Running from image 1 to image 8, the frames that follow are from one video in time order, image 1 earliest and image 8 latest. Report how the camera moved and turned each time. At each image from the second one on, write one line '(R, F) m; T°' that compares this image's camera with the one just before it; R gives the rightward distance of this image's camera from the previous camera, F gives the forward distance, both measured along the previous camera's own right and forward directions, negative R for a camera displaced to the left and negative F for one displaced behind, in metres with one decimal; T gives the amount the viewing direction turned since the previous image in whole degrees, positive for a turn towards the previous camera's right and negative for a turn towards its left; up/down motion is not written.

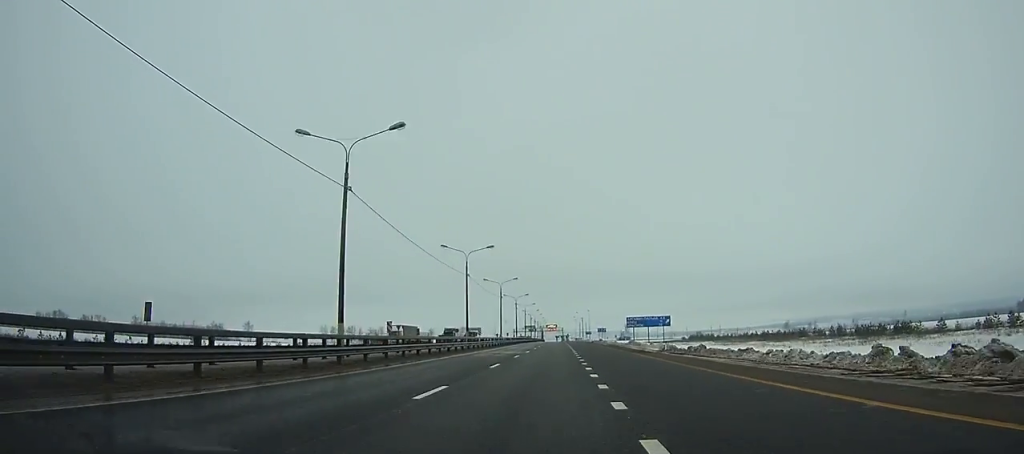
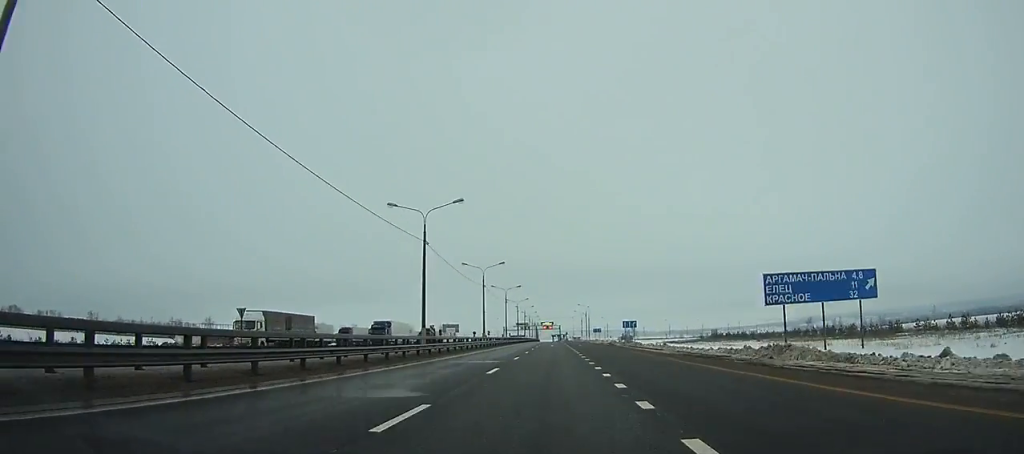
(+0.3, +53.4) m; 0°
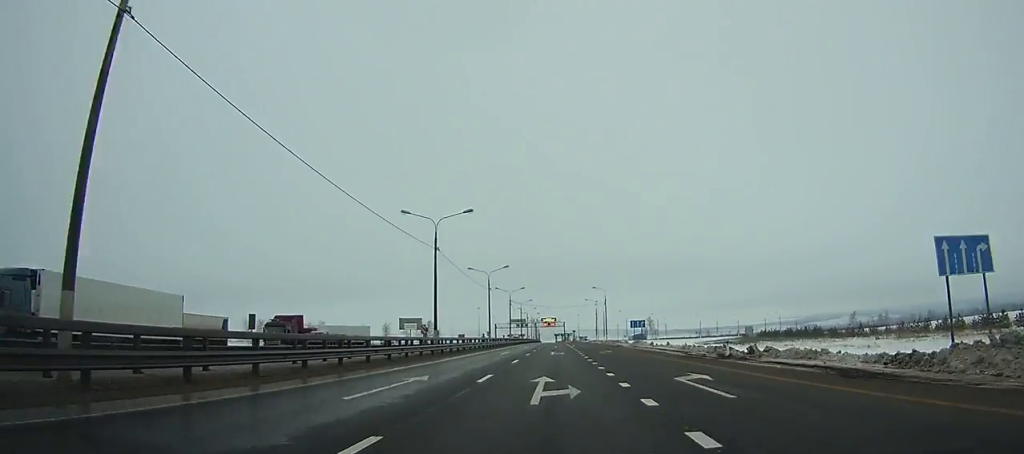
(0.0, +64.1) m; 0°
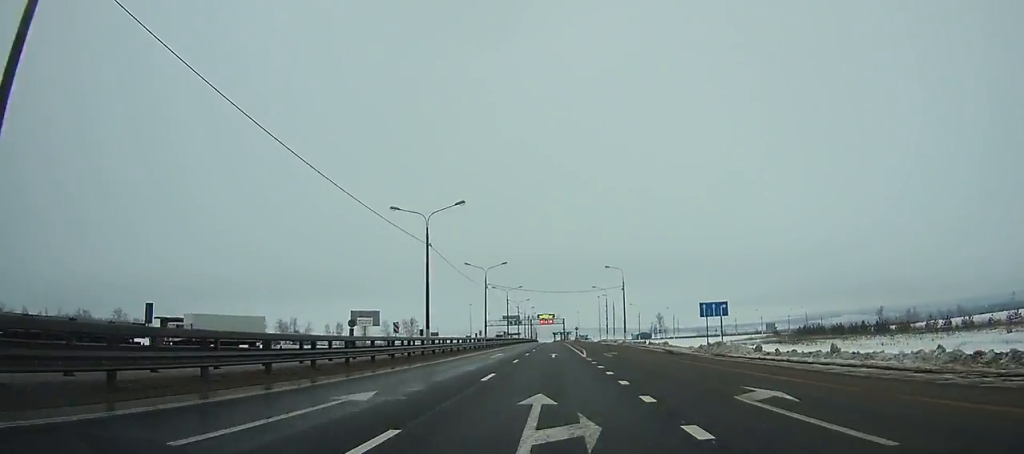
(0.0, +35.8) m; 0°
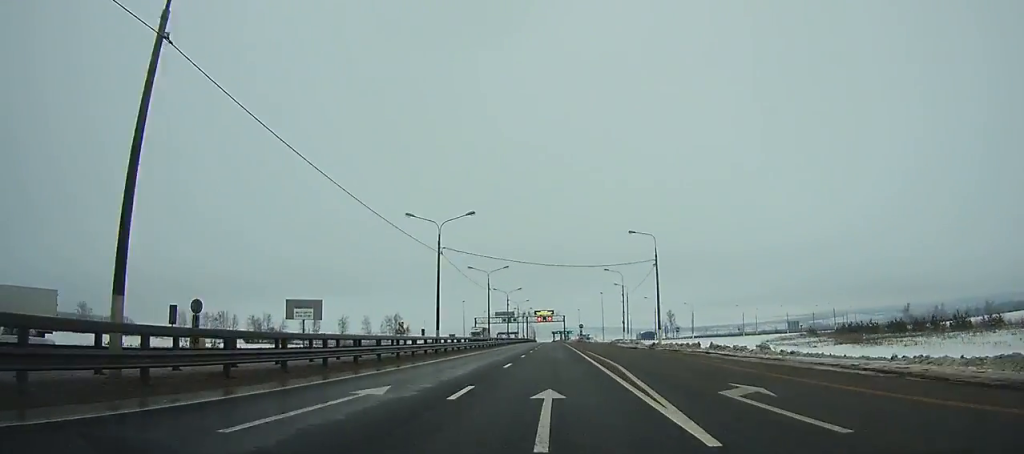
(0.0, +29.0) m; 0°
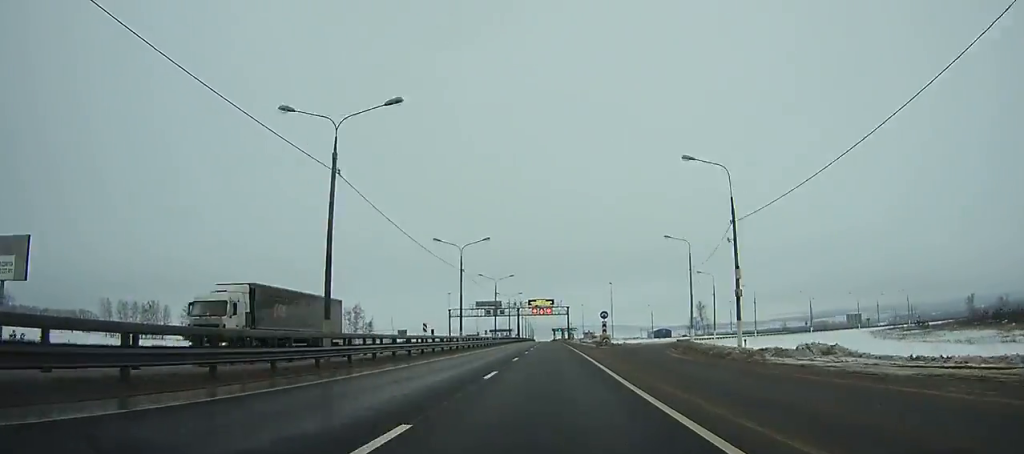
(0.0, +53.9) m; 0°
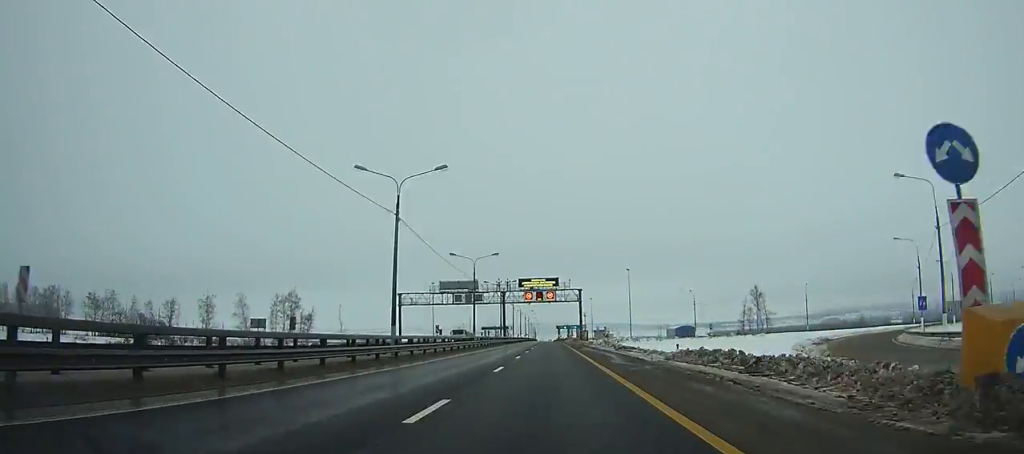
(-0.1, +55.6) m; 0°
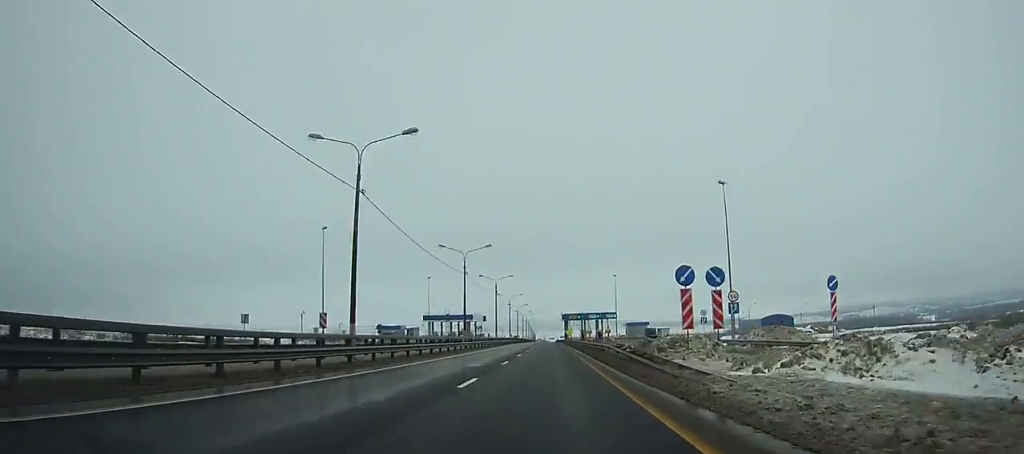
(-0.6, +137.7) m; 0°
